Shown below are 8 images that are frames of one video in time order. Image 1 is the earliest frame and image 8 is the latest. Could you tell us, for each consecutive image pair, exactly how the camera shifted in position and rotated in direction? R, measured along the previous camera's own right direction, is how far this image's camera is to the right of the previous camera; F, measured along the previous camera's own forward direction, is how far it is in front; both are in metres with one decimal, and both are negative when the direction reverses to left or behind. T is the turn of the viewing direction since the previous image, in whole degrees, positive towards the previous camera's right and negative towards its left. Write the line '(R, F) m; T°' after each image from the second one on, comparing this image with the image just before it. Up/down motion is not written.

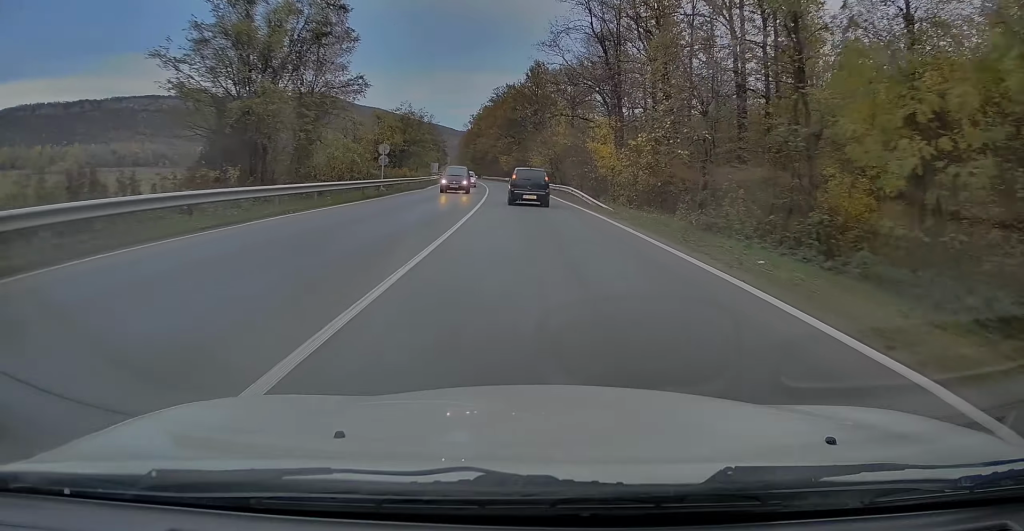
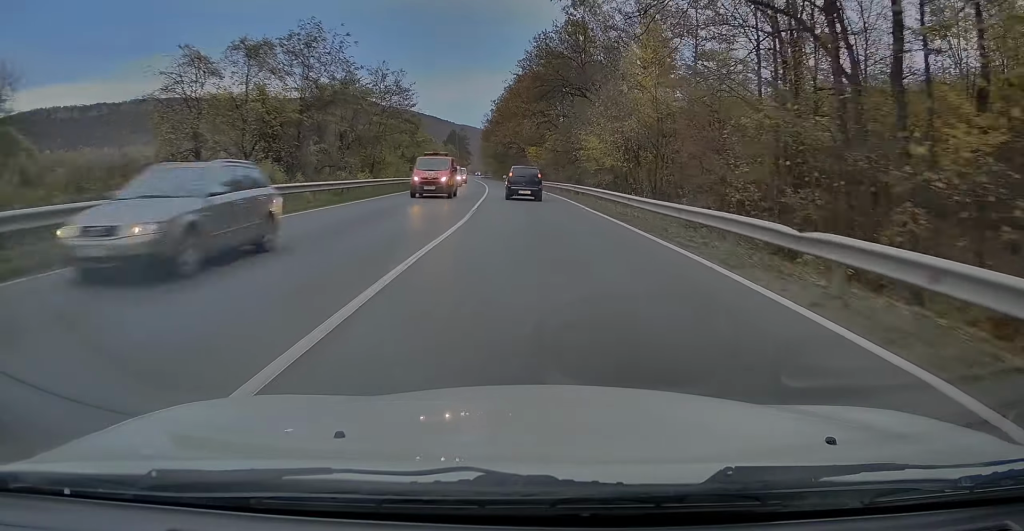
(-1.2, +40.2) m; -3°
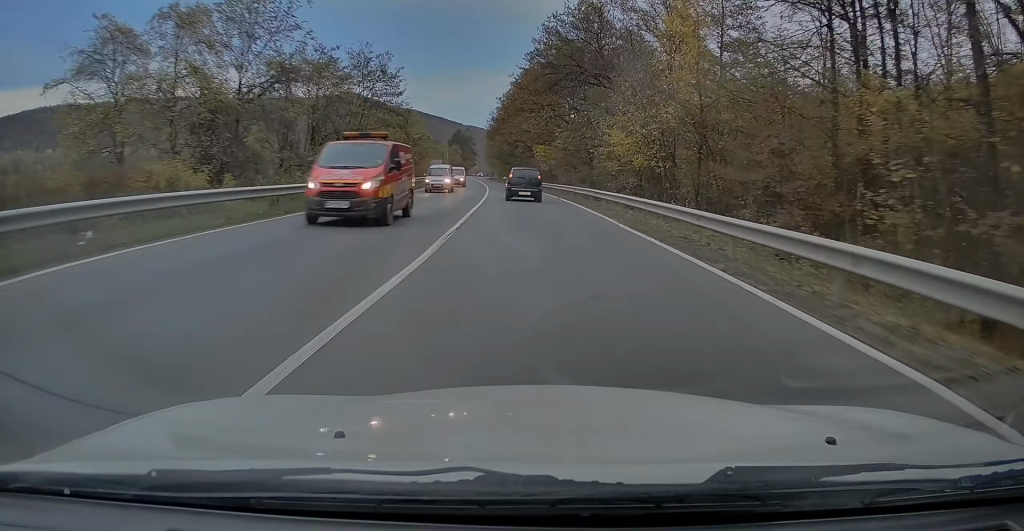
(0.0, +7.9) m; 0°
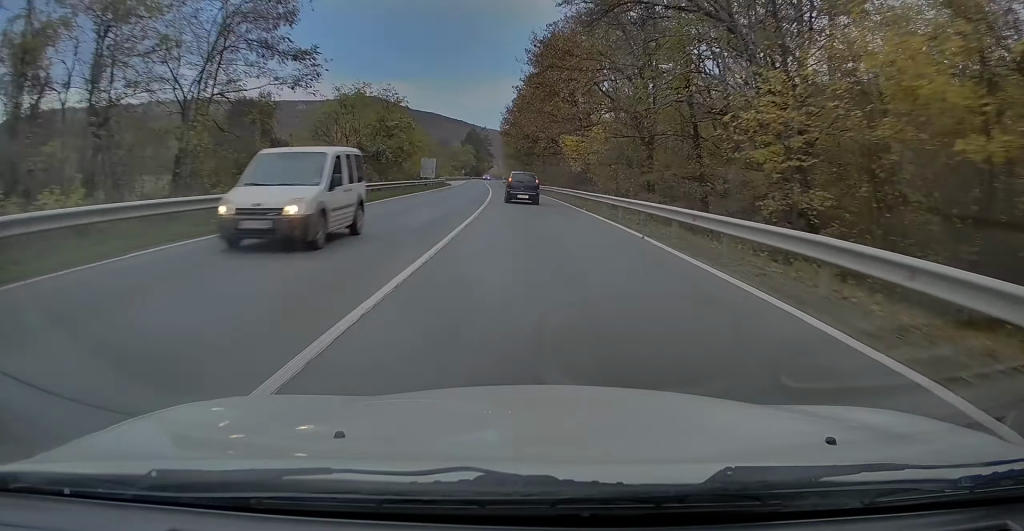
(0.0, +23.8) m; -2°
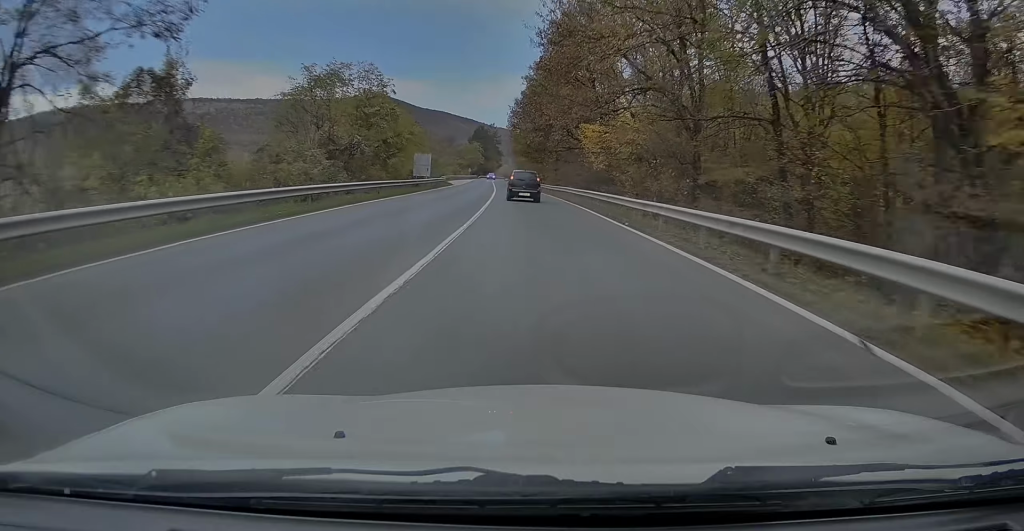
(-0.2, +10.2) m; -1°
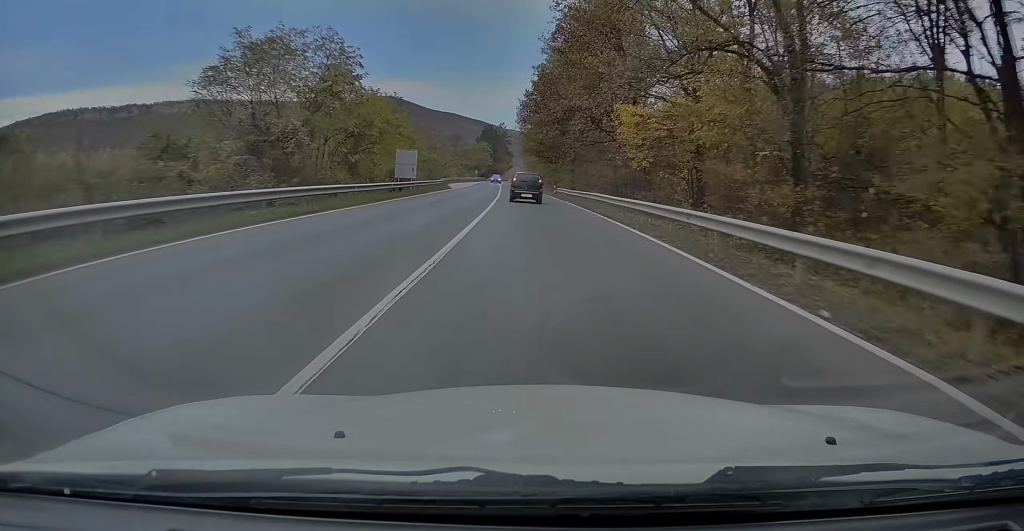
(-0.1, +12.8) m; -1°
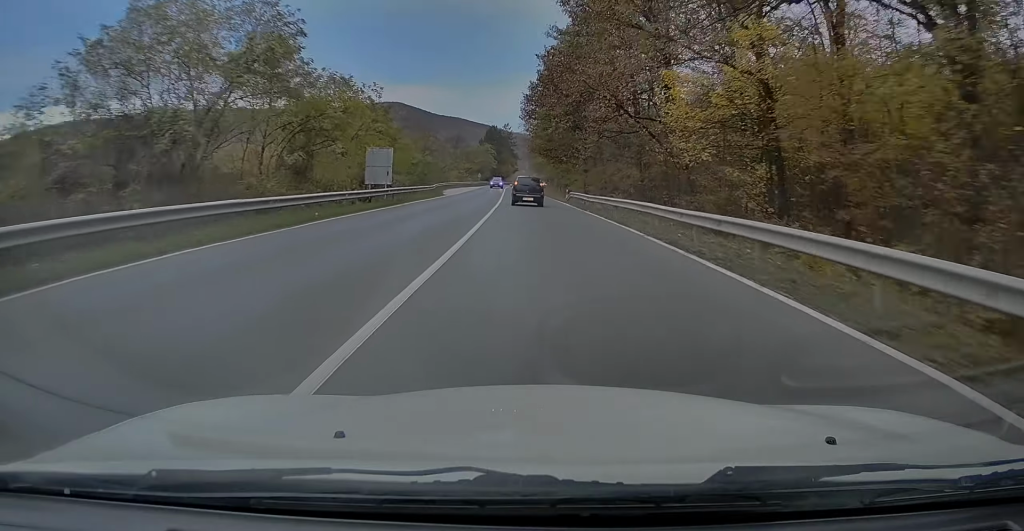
(+0.1, +10.2) m; -1°
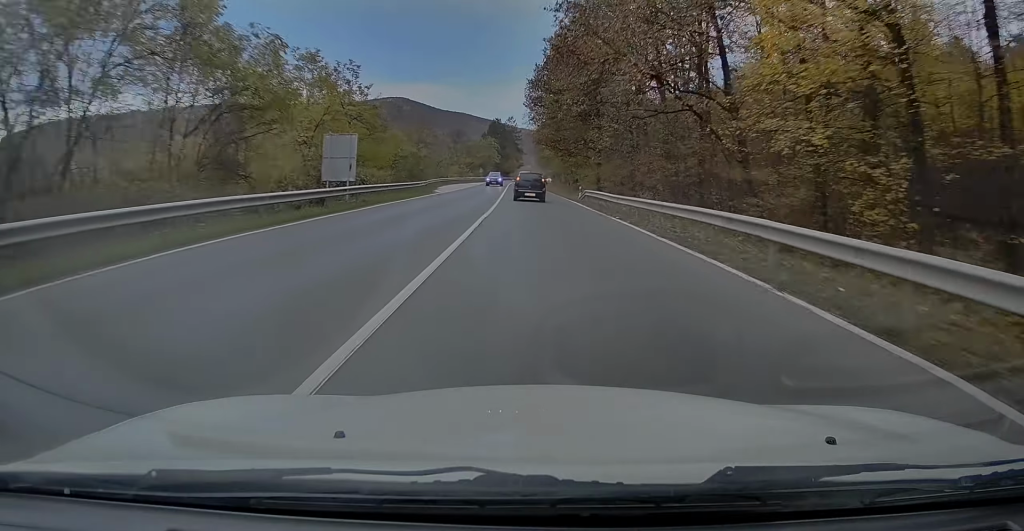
(-0.1, +8.6) m; 0°
